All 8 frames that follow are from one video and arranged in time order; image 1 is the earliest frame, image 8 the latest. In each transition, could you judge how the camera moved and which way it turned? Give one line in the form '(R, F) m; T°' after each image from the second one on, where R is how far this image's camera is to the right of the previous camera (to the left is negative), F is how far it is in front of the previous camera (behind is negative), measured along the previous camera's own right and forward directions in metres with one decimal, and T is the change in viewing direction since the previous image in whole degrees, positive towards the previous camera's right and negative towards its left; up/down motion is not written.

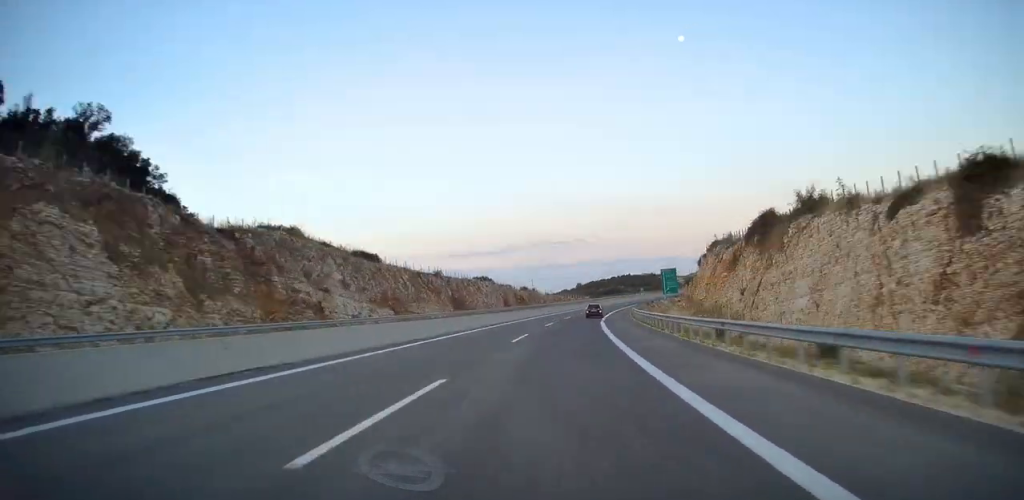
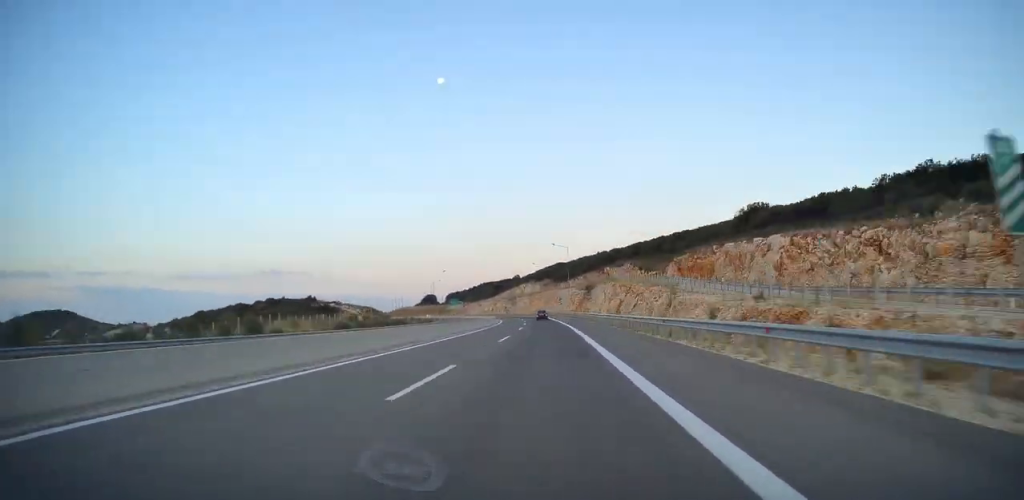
(+72.0, +329.8) m; +10°
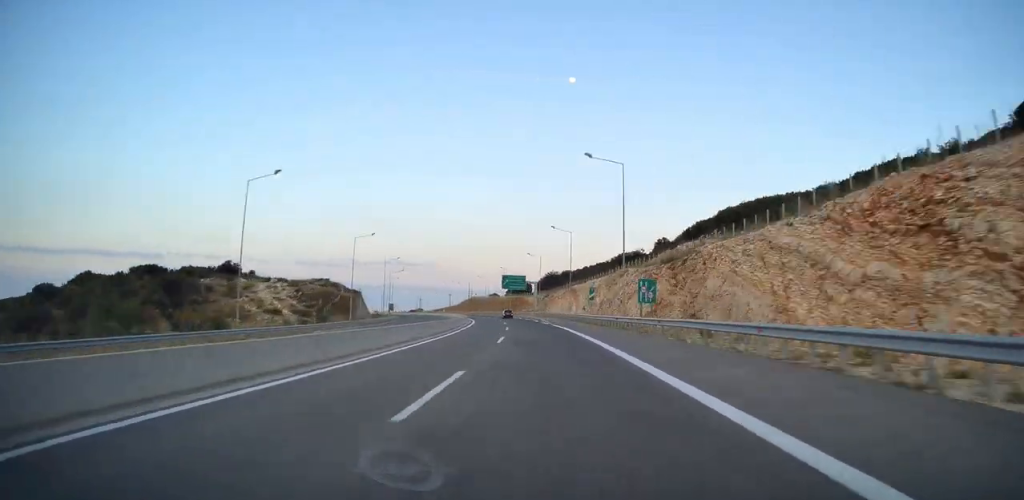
(+3.3, +185.4) m; -8°
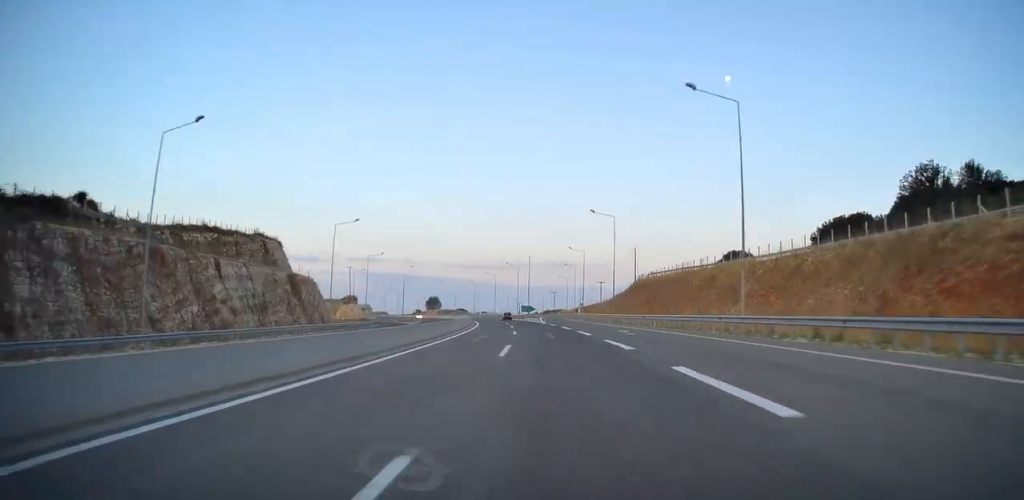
(-20.1, +173.8) m; -15°
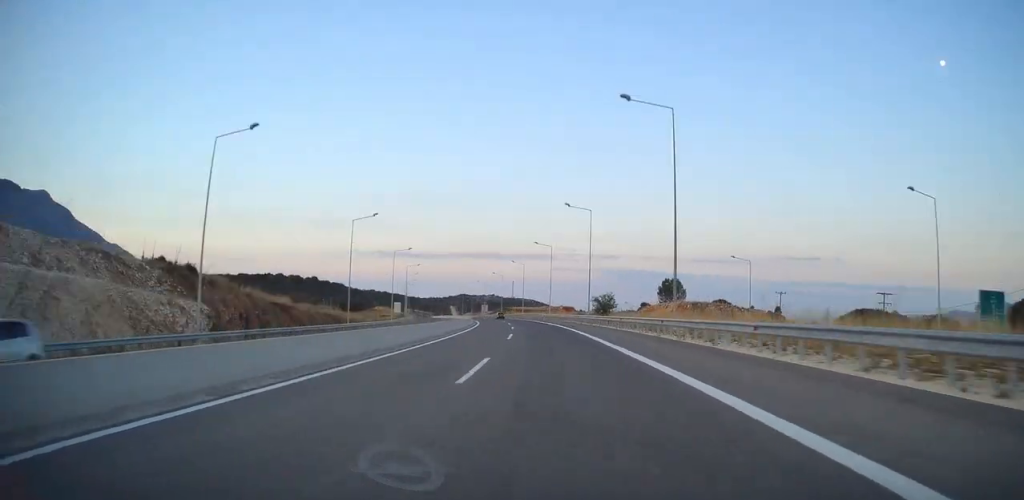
(-48.6, +246.2) m; -19°
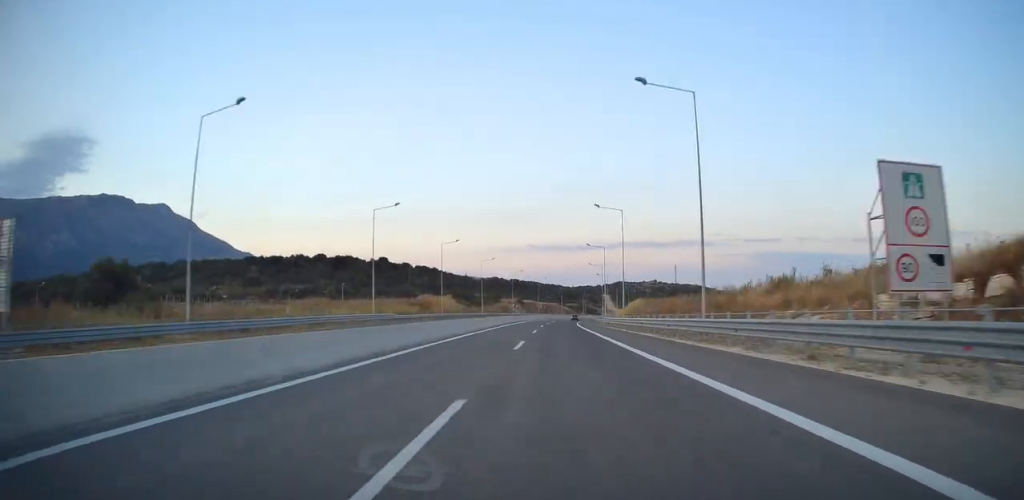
(-27.1, +213.0) m; -1°
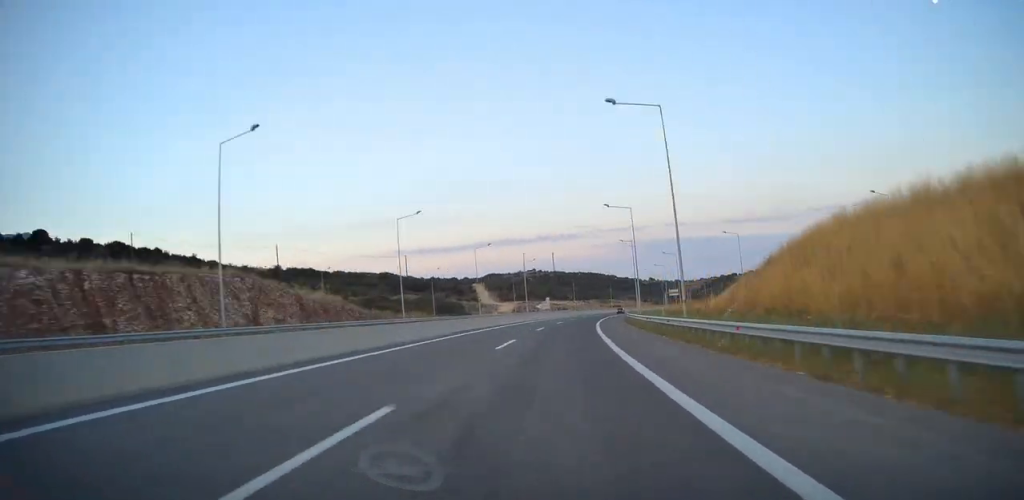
(+9.4, +201.3) m; +10°
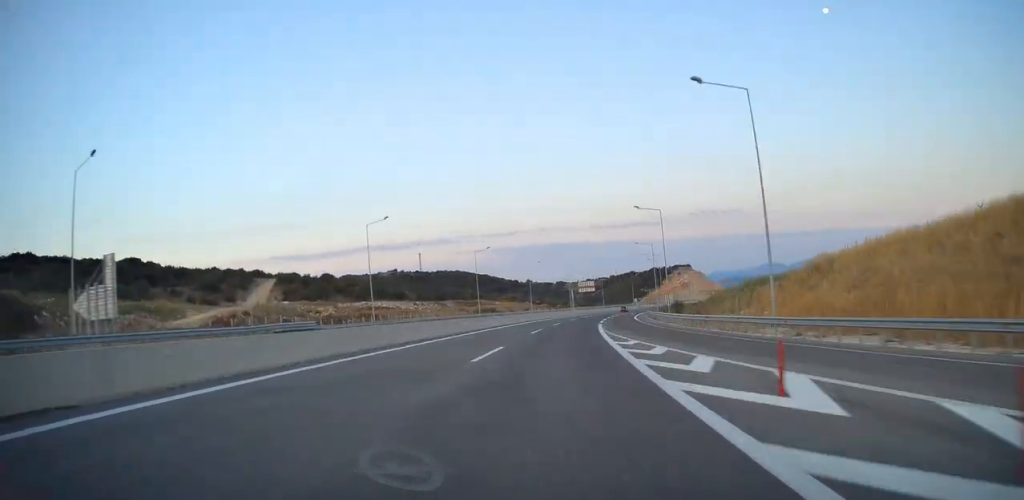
(-4.1, +134.8) m; +10°
